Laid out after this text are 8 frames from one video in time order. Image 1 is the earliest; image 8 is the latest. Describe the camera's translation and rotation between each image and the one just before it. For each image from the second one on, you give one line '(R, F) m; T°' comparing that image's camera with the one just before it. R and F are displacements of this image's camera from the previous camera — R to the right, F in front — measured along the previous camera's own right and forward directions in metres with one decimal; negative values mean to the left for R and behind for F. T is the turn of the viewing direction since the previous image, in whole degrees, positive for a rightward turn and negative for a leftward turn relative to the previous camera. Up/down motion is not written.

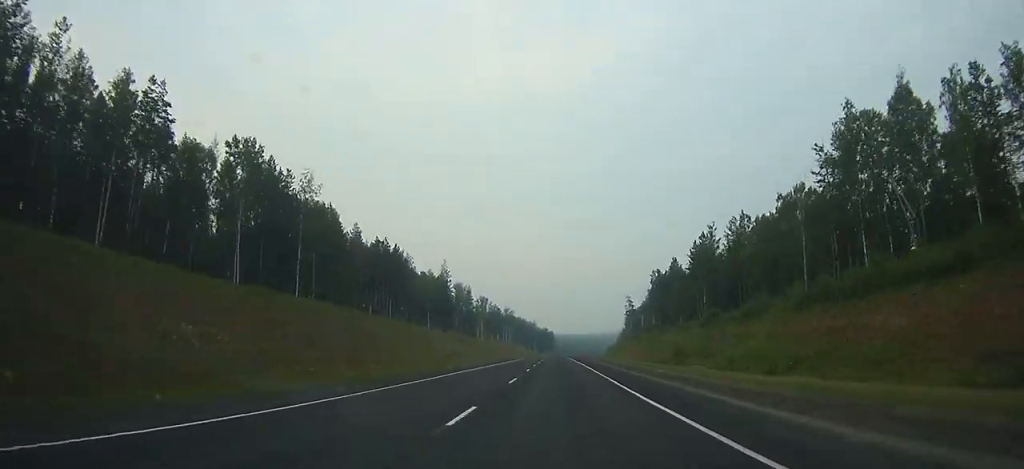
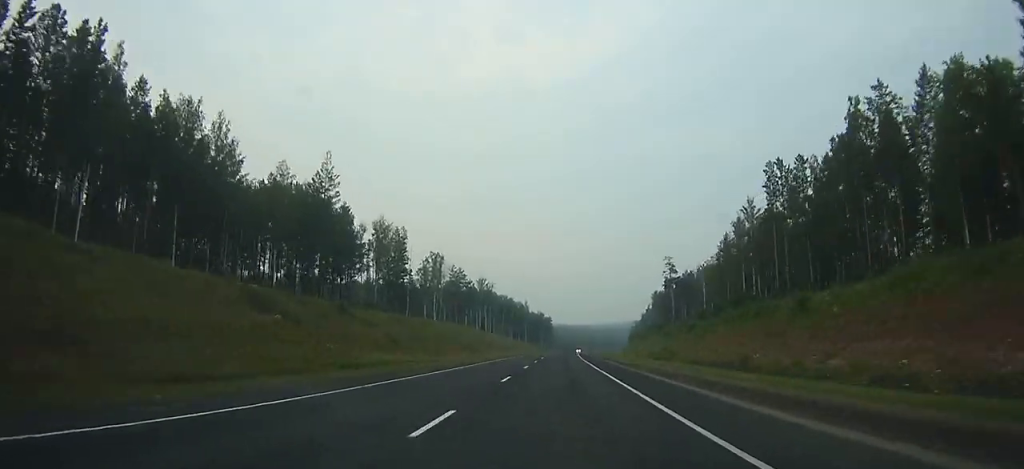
(+0.1, +110.1) m; 0°
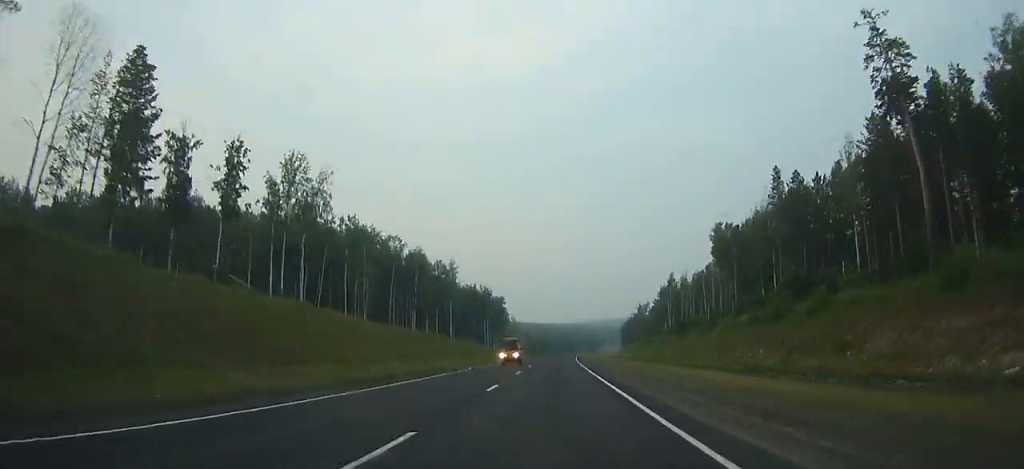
(+3.0, +144.7) m; +3°
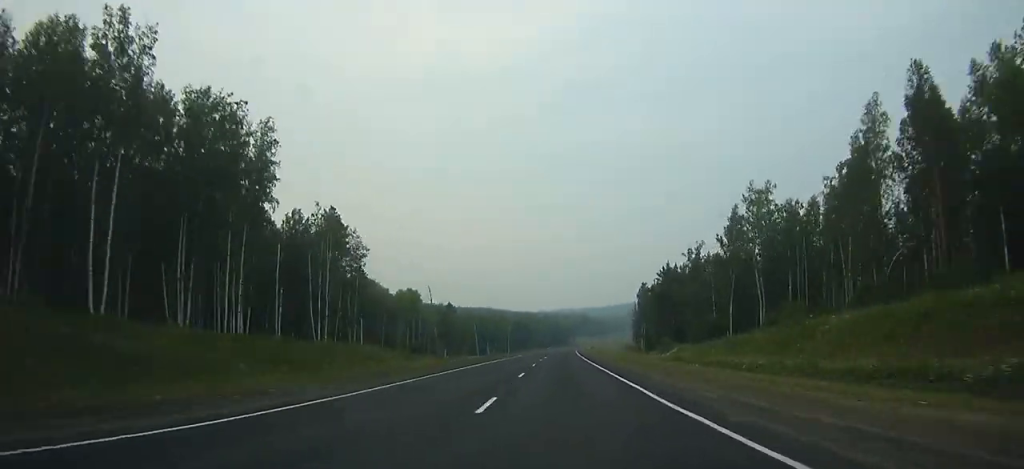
(+5.7, +170.3) m; +4°
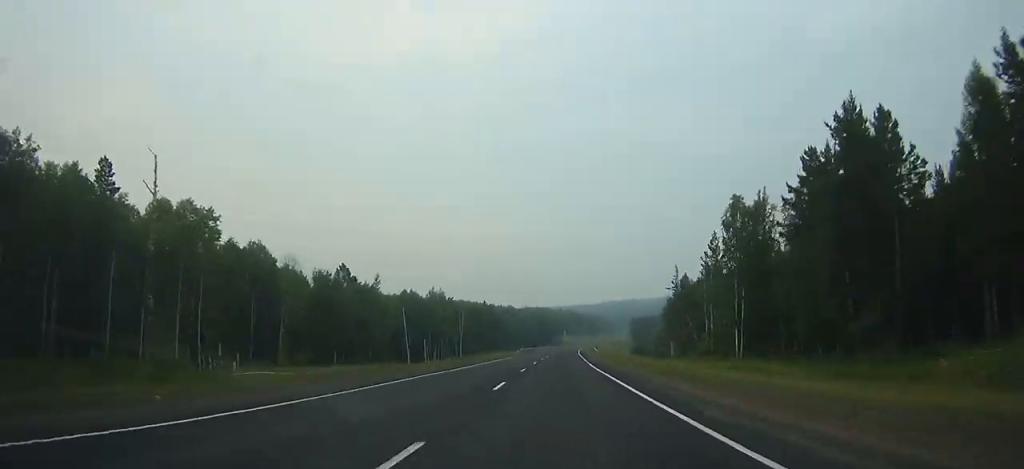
(+1.5, +93.6) m; +2°
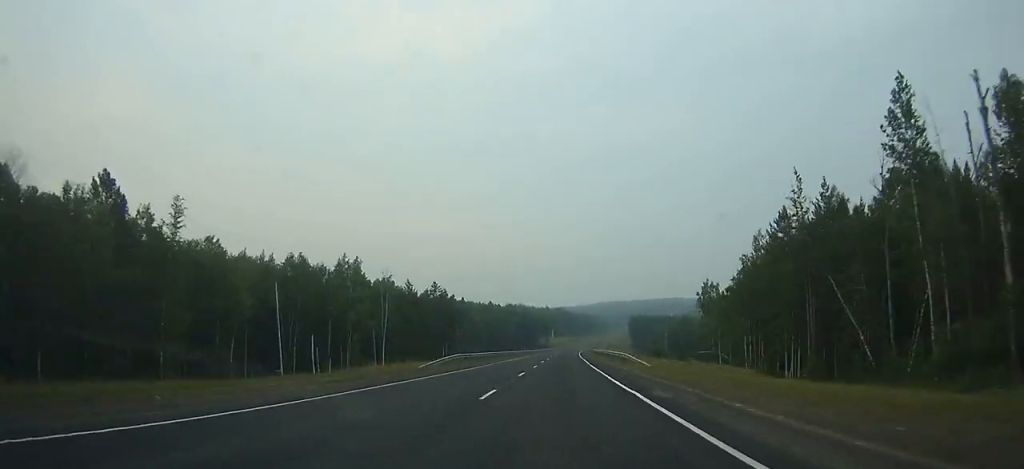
(+0.4, +62.8) m; +1°
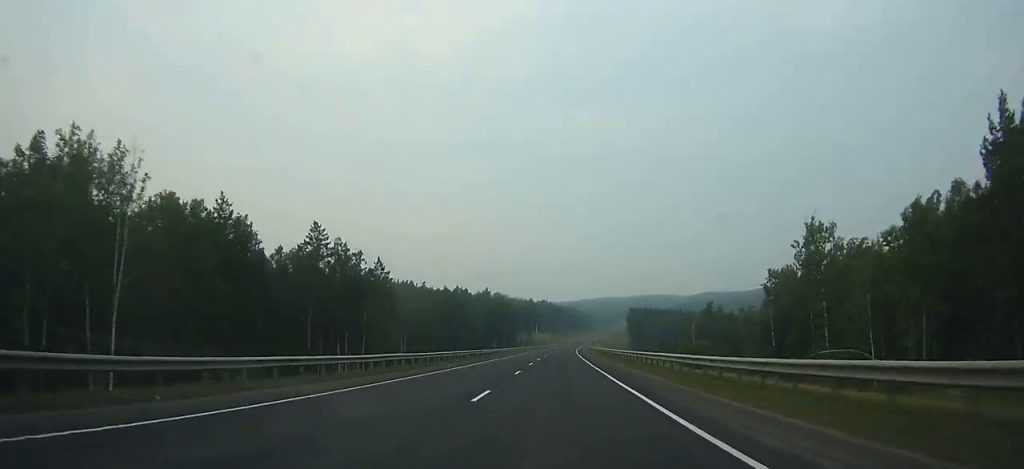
(+1.2, +62.5) m; +1°
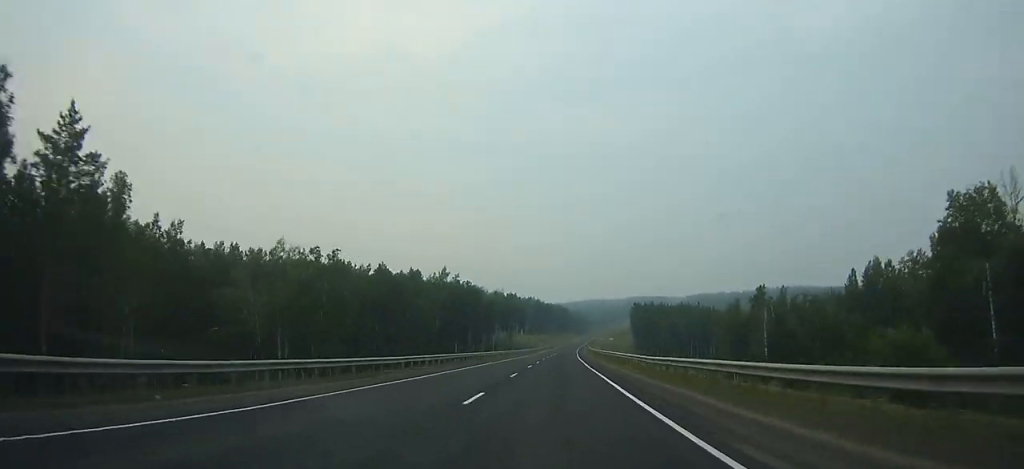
(+0.7, +59.2) m; +1°
